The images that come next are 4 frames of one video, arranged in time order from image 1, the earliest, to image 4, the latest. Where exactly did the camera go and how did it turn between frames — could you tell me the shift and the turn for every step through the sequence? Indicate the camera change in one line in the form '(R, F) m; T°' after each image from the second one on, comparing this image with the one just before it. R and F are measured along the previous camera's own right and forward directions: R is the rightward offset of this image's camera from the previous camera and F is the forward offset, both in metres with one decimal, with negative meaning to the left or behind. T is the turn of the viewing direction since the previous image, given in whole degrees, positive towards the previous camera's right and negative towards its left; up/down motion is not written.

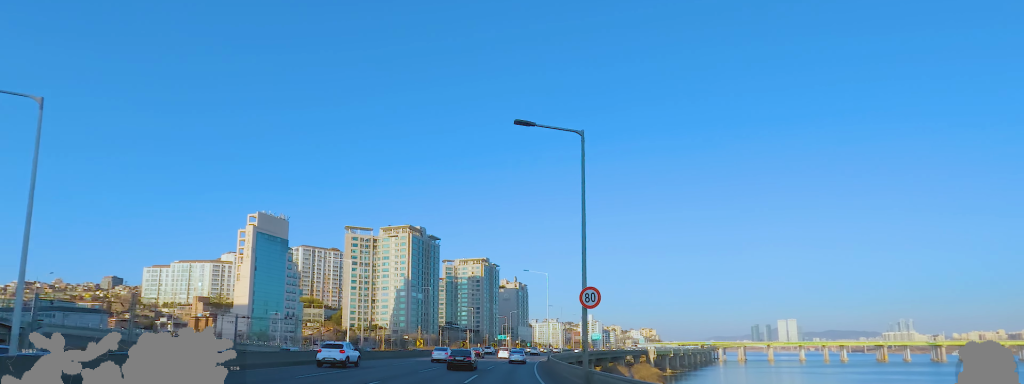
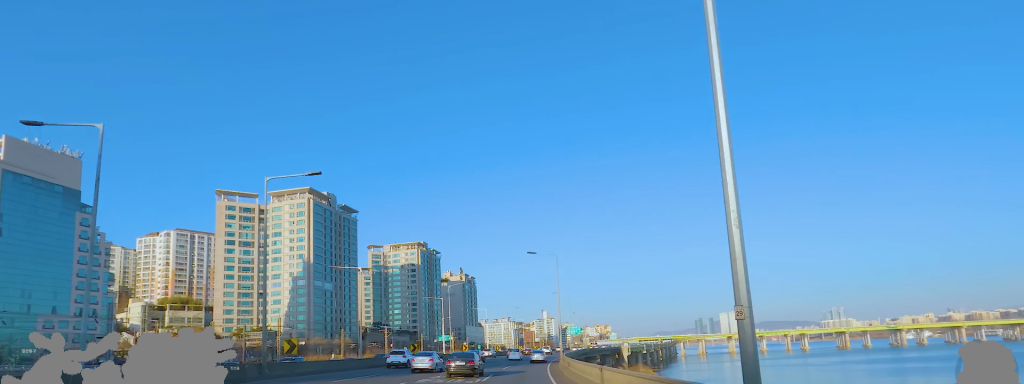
(+5.2, +65.5) m; +9°
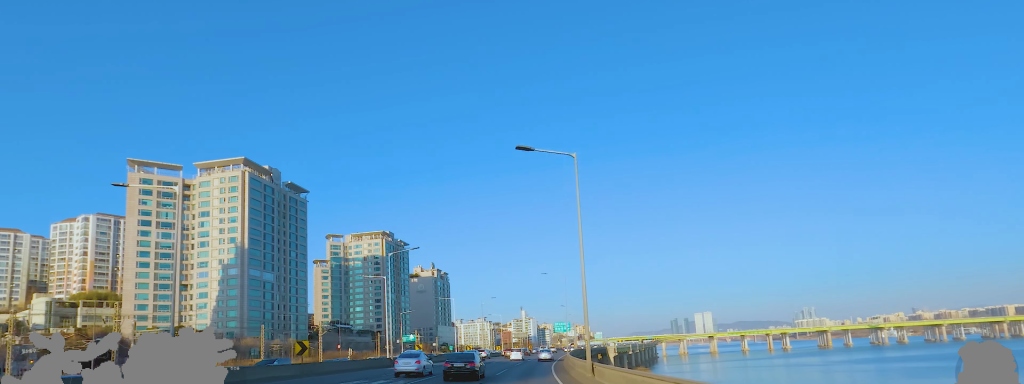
(0.0, +27.6) m; +1°
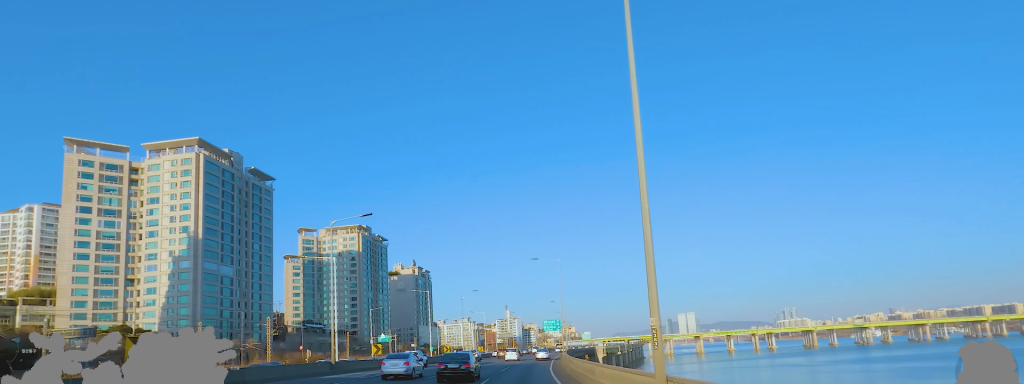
(+0.5, +13.2) m; +1°
